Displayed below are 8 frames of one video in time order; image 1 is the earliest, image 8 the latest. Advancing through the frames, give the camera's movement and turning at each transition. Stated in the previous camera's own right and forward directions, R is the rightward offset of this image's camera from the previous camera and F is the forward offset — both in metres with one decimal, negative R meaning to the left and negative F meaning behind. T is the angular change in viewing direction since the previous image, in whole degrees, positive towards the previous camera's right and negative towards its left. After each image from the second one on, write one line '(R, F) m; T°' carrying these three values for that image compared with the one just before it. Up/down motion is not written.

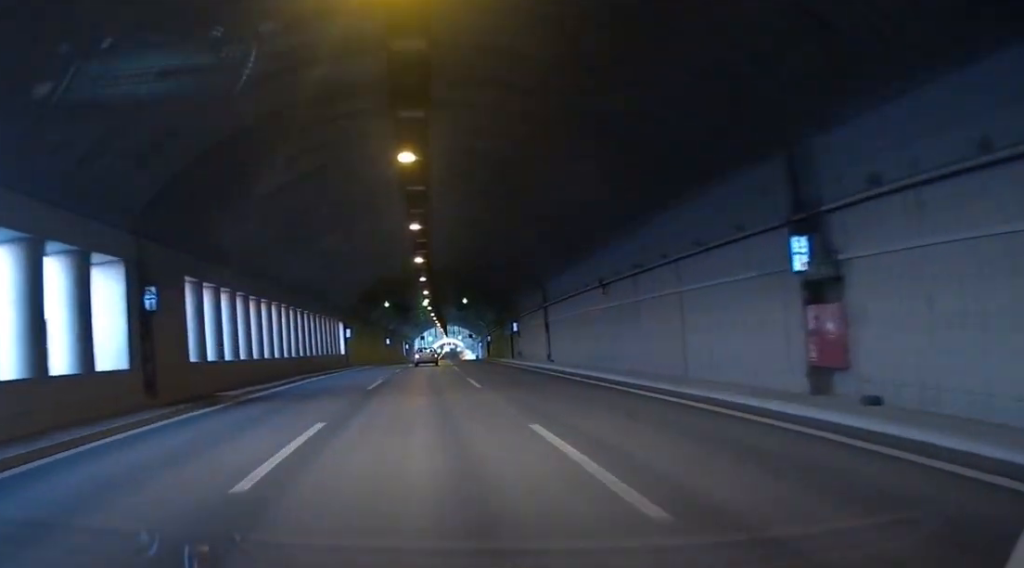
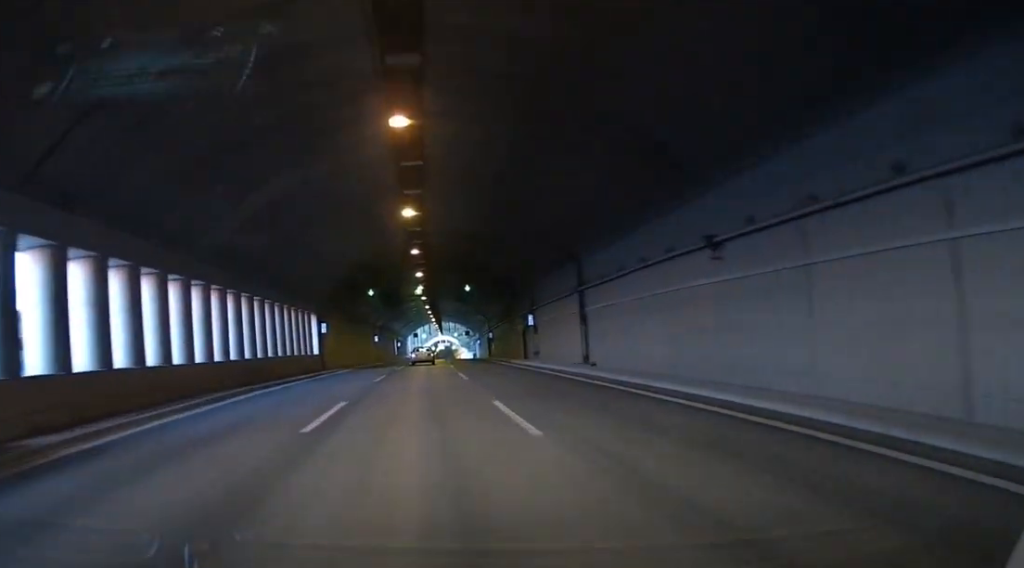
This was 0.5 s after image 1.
(0.0, +12.0) m; -1°
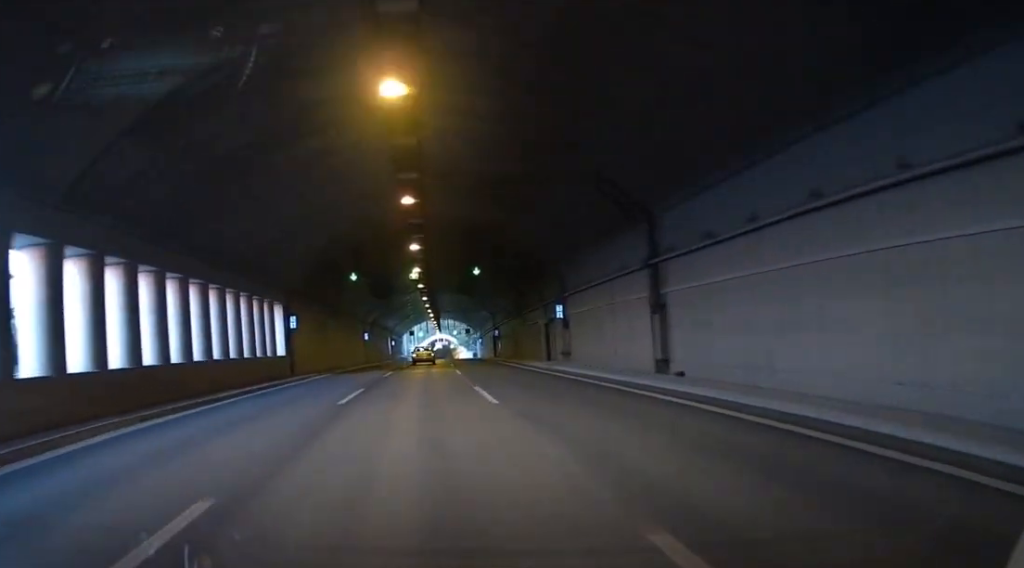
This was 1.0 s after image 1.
(-0.1, +12.1) m; 0°
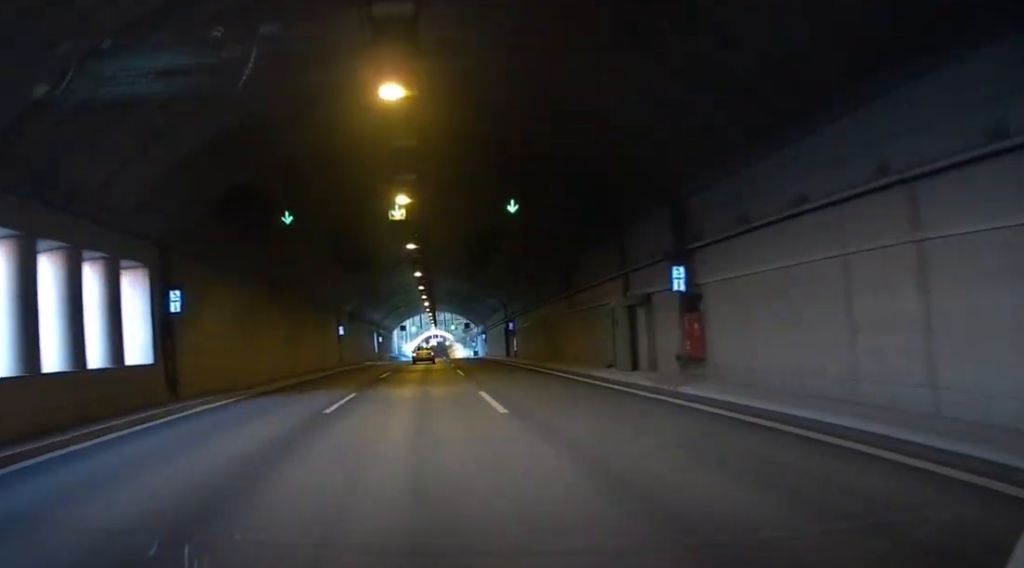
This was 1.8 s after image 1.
(-0.1, +20.3) m; -1°
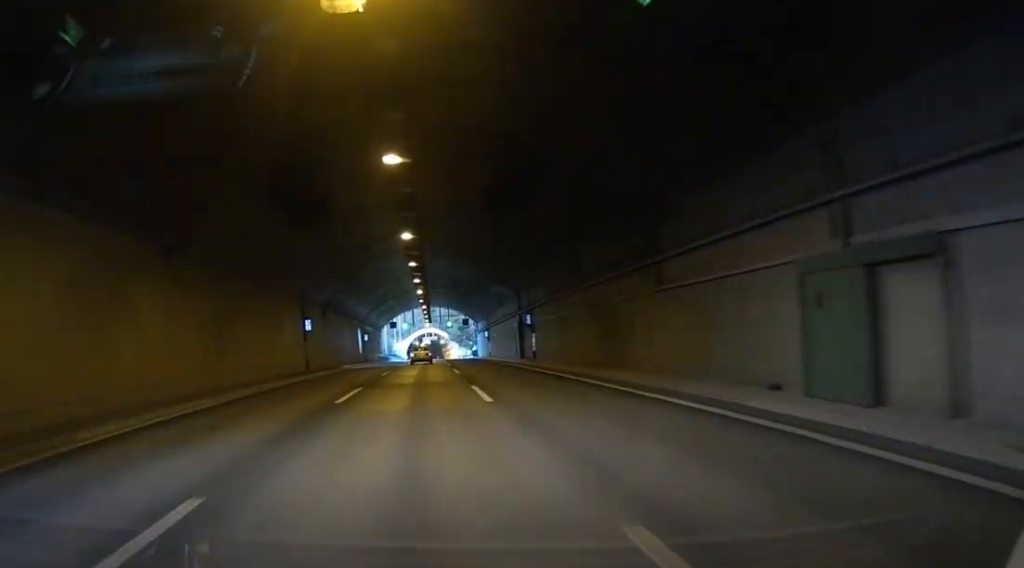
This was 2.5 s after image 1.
(0.0, +15.5) m; -1°
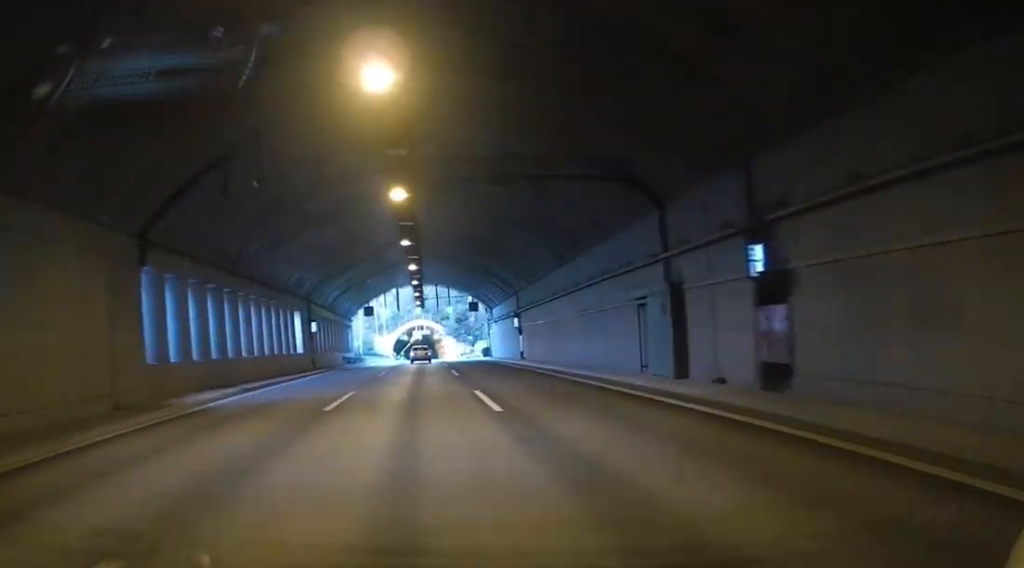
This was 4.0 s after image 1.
(+0.2, +38.7) m; +1°
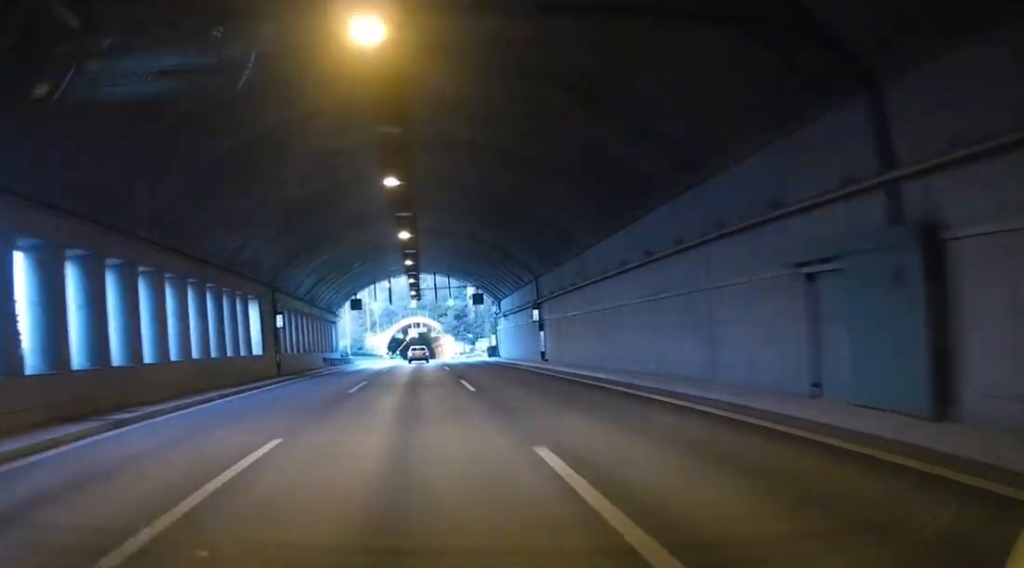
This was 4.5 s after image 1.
(+0.2, +11.5) m; +1°
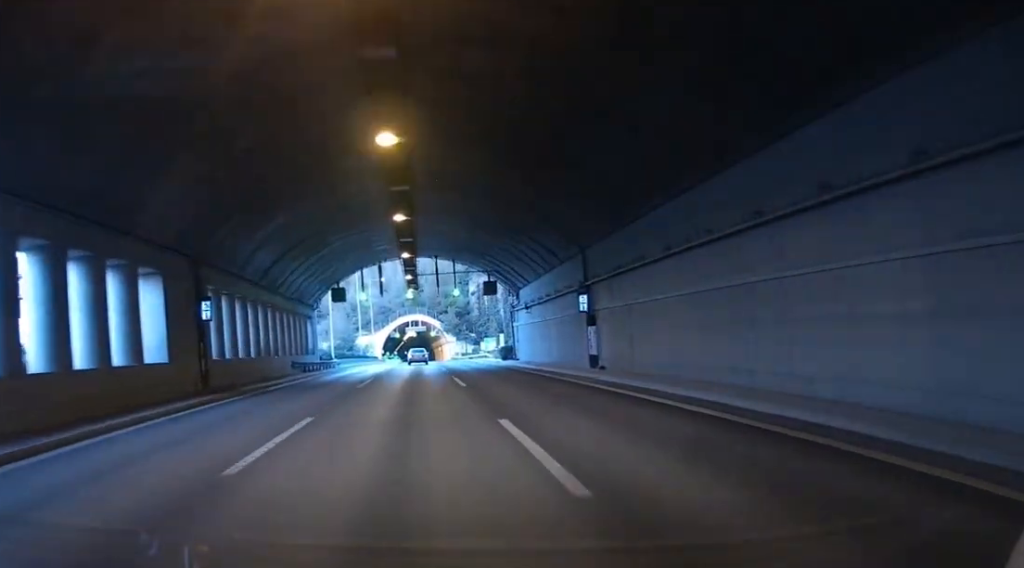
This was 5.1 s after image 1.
(-0.1, +14.7) m; +1°
